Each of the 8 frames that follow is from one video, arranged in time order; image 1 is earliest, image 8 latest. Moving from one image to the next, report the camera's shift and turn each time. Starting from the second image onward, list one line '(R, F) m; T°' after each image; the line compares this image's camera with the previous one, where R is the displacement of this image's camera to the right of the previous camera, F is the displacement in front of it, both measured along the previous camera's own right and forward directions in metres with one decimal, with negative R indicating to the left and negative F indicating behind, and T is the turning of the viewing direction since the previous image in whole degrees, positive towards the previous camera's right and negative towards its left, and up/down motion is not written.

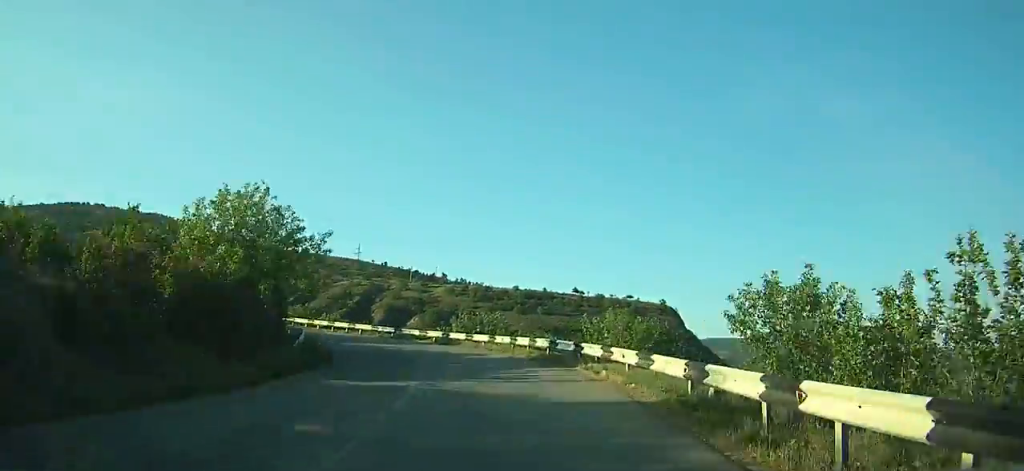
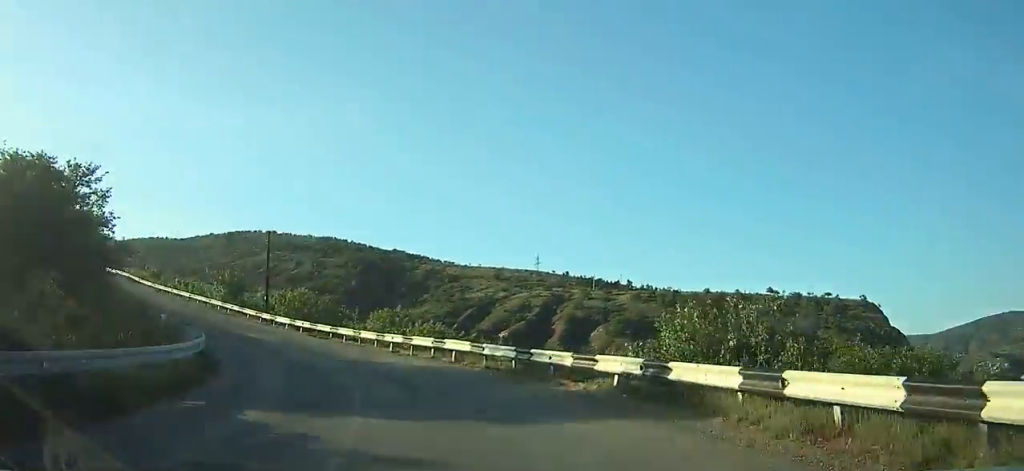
(-0.7, +25.0) m; -16°
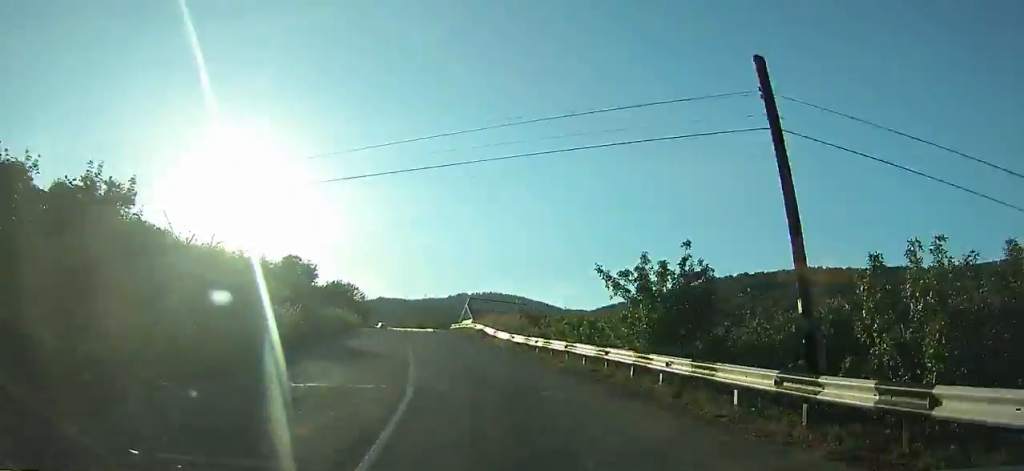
(-11.5, +35.6) m; -34°
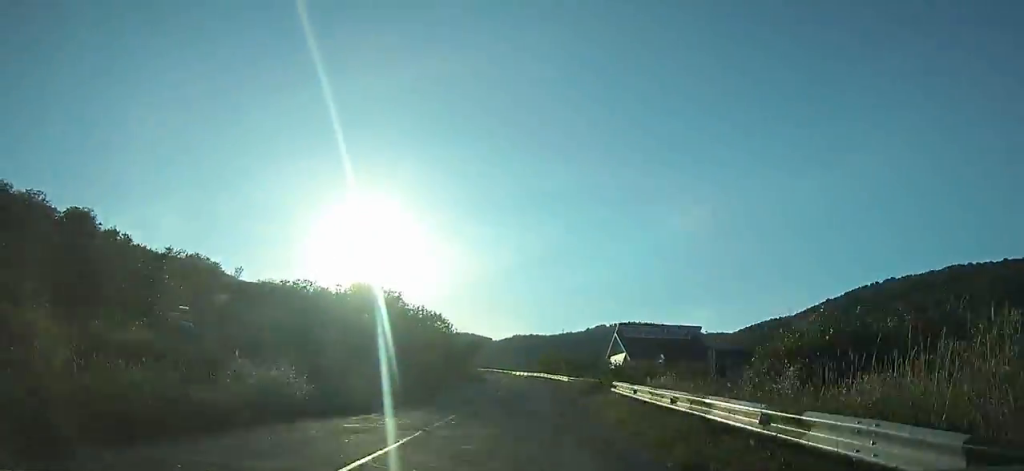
(-9.3, +34.8) m; -21°
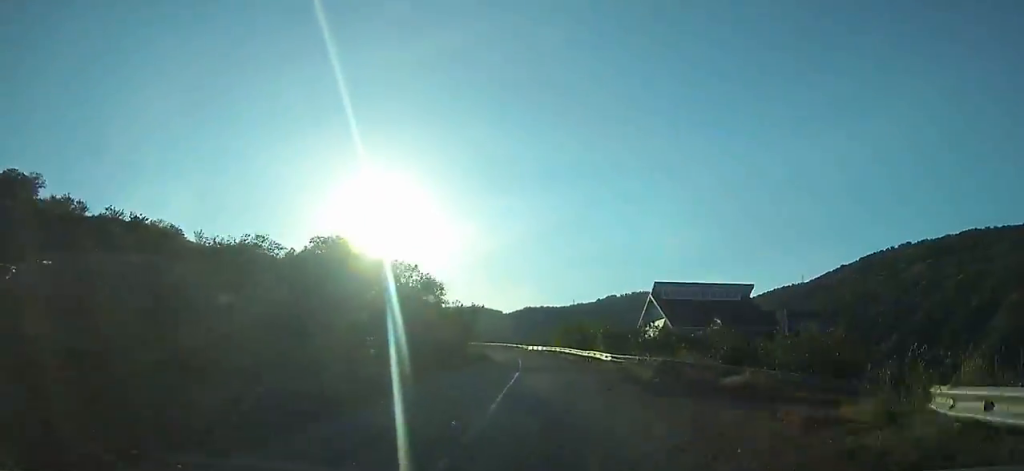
(-1.7, +16.6) m; -3°
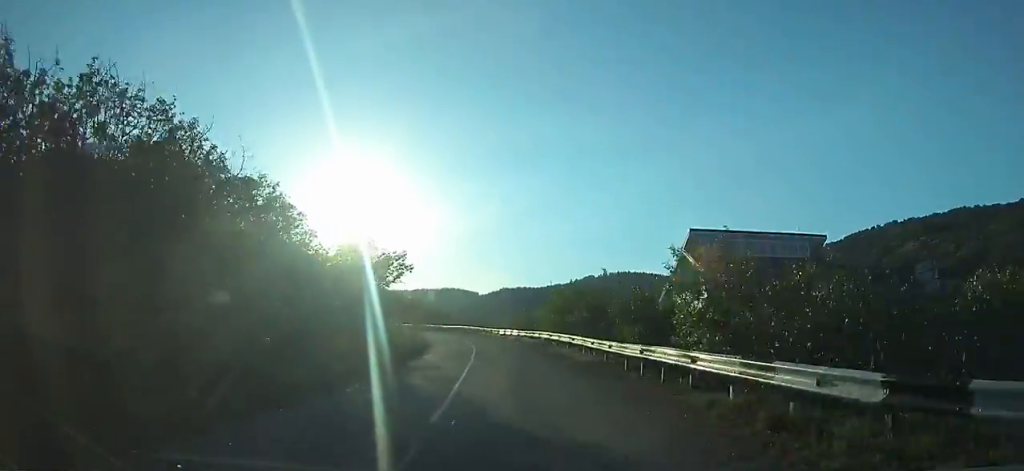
(-0.8, +23.5) m; -3°
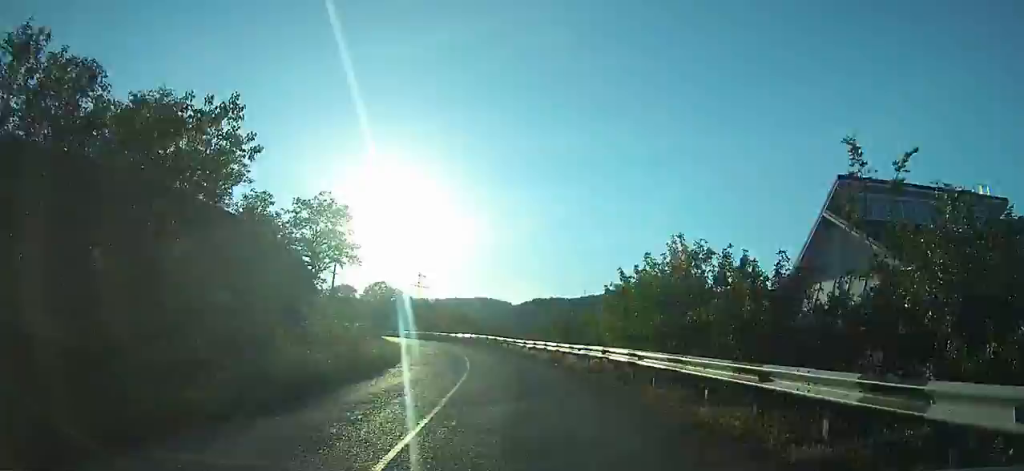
(+0.5, +16.9) m; -2°
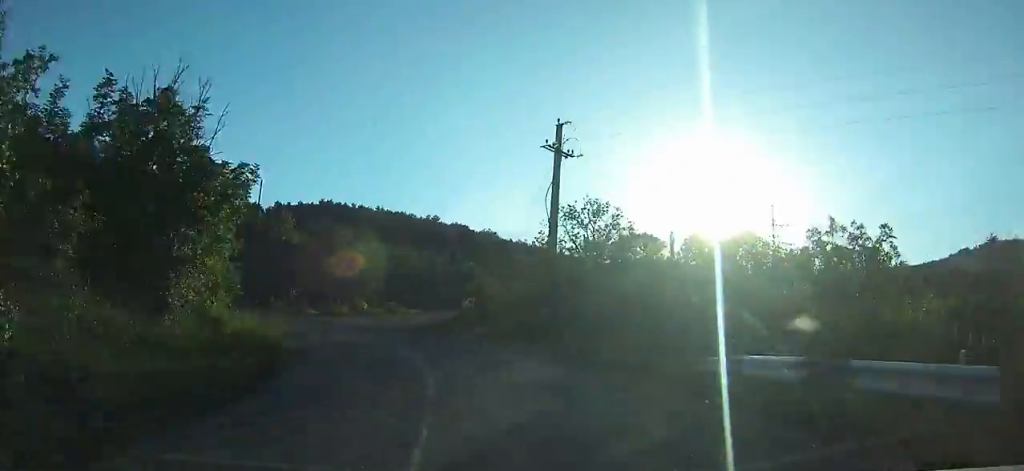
(-17.2, +70.4) m; -35°
